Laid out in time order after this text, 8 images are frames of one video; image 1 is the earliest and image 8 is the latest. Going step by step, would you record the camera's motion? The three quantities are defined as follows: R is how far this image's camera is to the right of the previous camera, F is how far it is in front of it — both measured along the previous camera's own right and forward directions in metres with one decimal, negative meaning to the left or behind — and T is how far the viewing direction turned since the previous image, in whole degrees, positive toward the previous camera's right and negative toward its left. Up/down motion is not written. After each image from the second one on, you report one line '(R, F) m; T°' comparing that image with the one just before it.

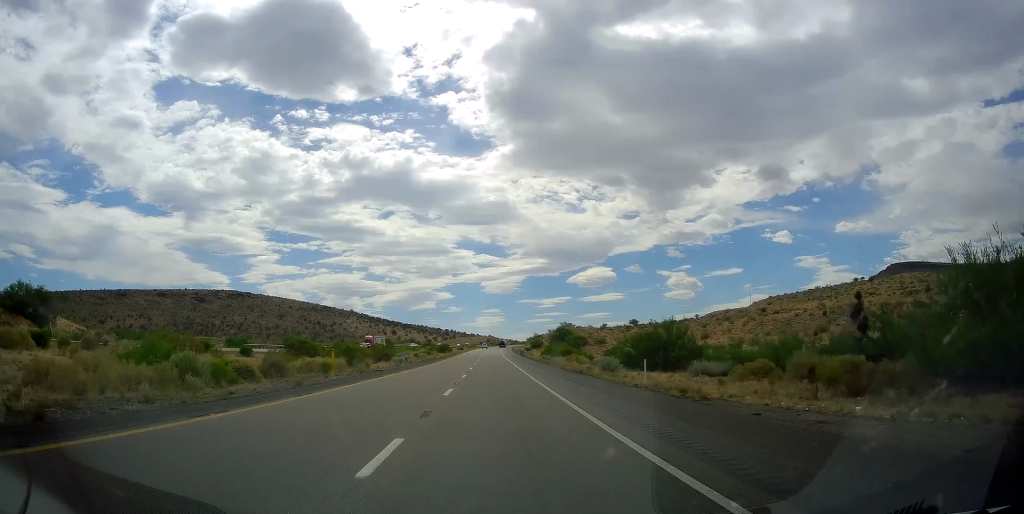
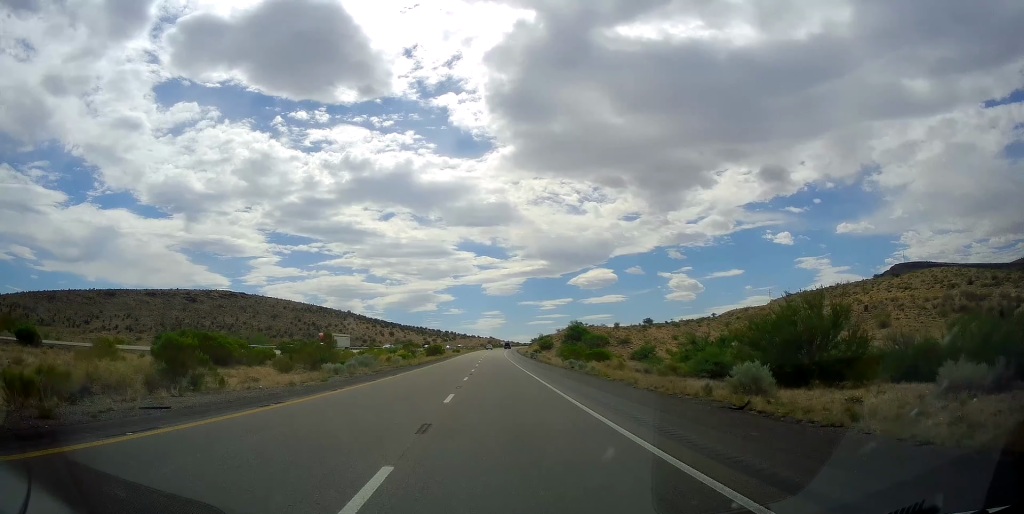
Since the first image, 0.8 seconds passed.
(-0.4, +26.5) m; 0°
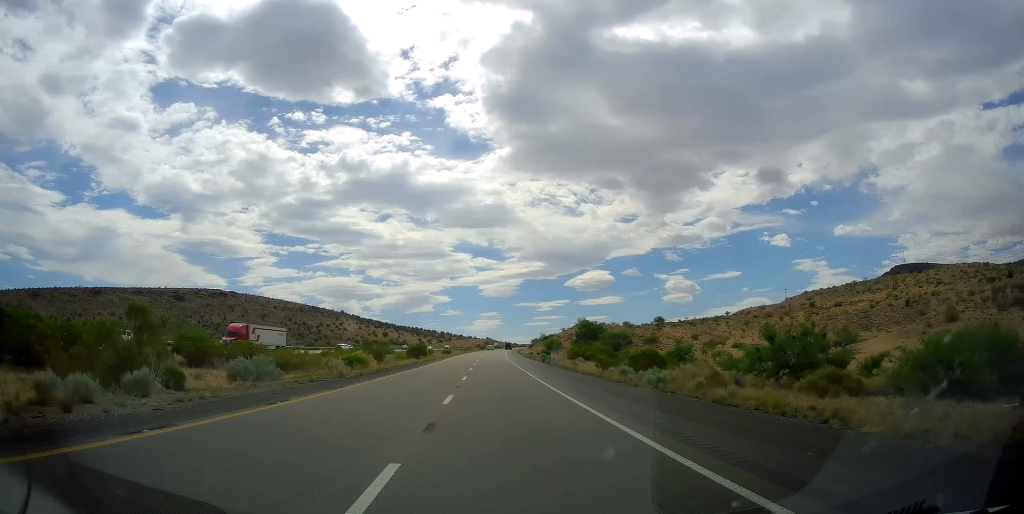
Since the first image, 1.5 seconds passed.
(+0.3, +24.2) m; 0°
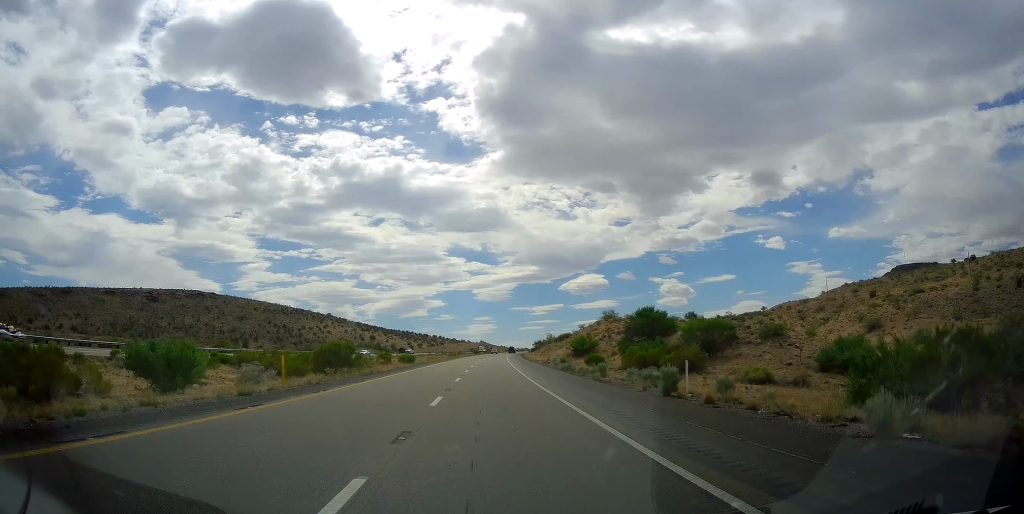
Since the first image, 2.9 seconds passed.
(-0.3, +49.5) m; 0°
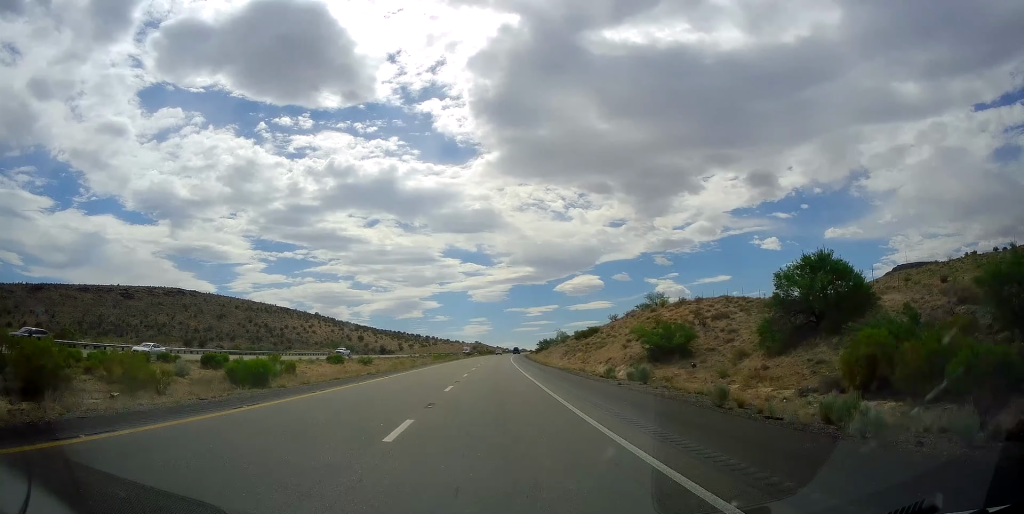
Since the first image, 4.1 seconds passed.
(+0.6, +42.6) m; +1°
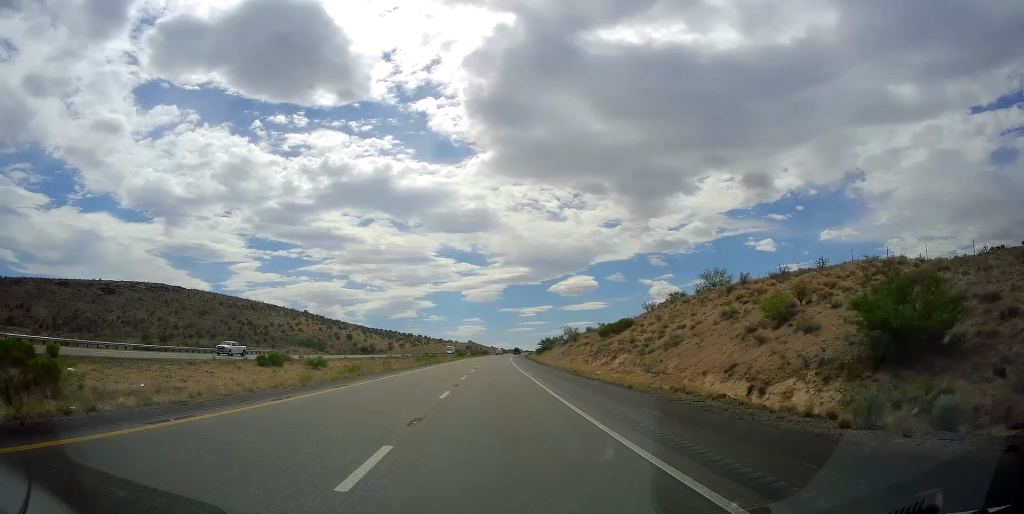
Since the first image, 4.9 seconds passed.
(0.0, +27.7) m; +1°
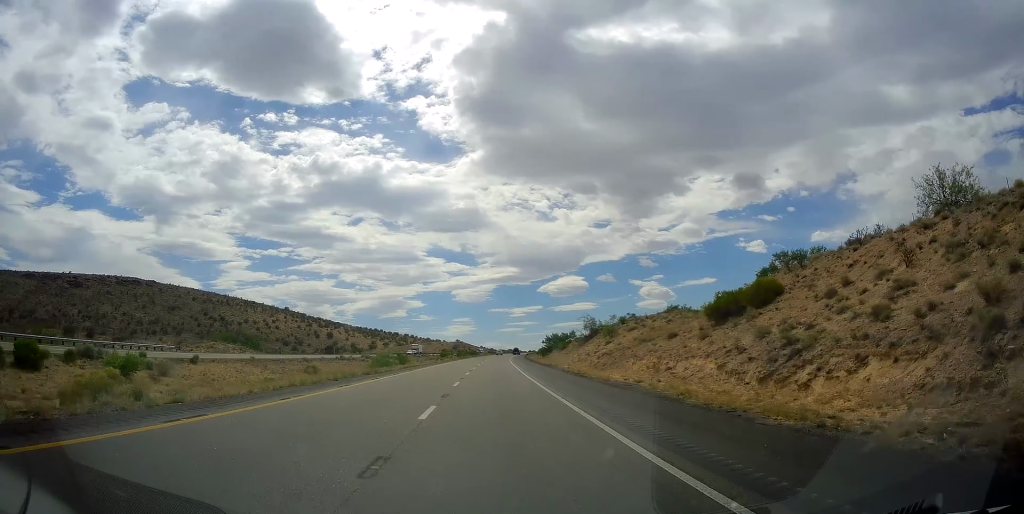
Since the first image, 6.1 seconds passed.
(+0.6, +41.6) m; +1°
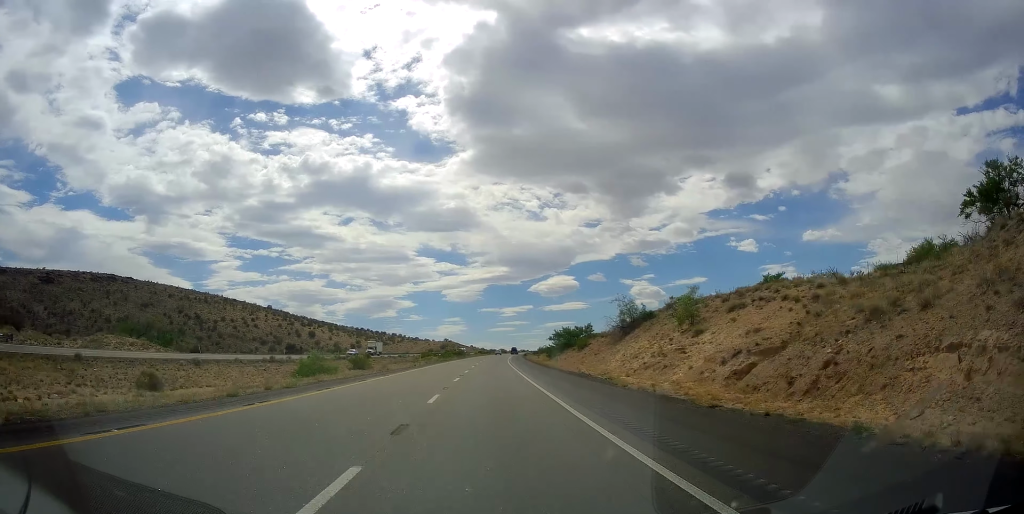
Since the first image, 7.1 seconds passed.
(0.0, +32.5) m; 0°
